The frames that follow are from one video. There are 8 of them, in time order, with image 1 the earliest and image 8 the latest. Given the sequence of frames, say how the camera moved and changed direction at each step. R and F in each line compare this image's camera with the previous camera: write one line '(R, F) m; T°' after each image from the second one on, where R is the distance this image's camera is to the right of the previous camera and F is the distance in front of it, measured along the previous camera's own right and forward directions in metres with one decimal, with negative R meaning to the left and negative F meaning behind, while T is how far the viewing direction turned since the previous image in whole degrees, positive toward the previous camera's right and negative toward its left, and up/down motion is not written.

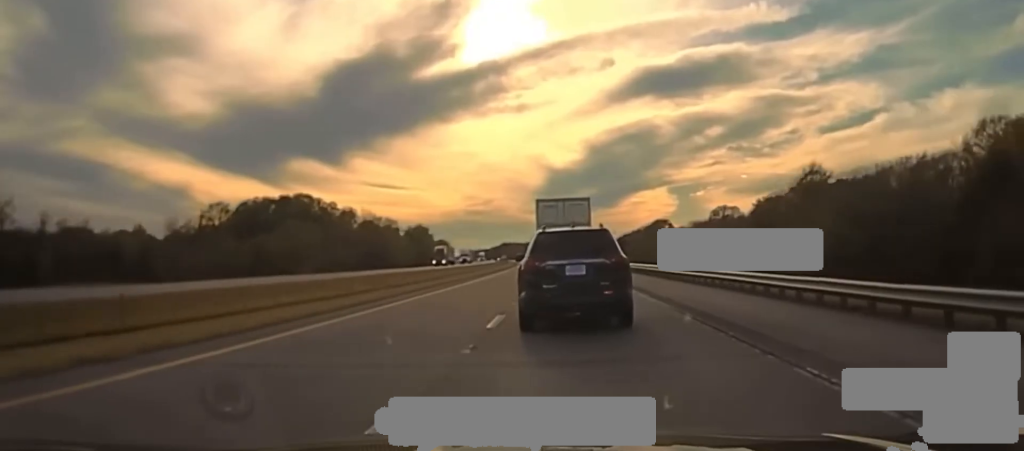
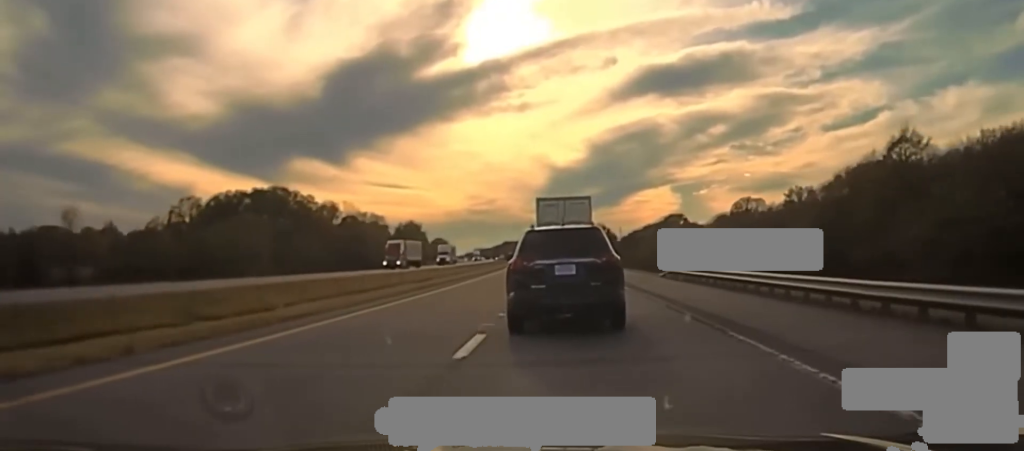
(-0.1, +30.8) m; 0°
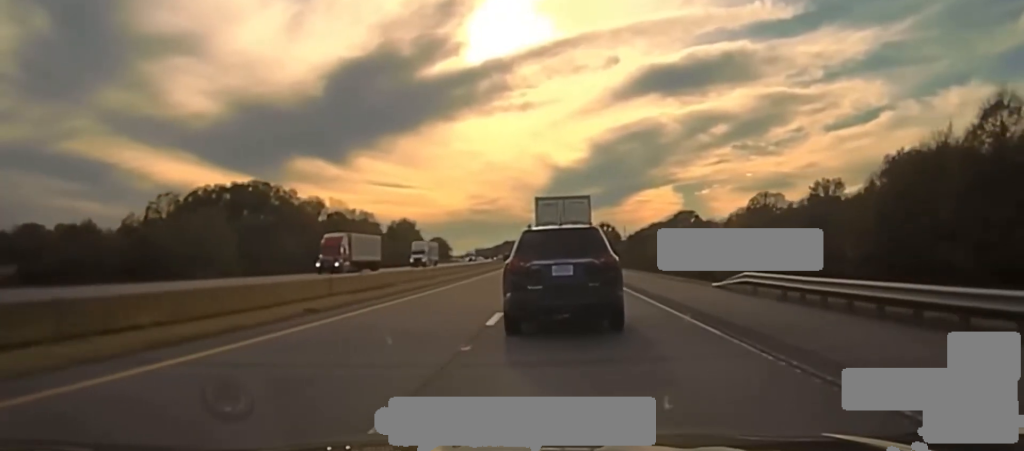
(0.0, +16.0) m; 0°
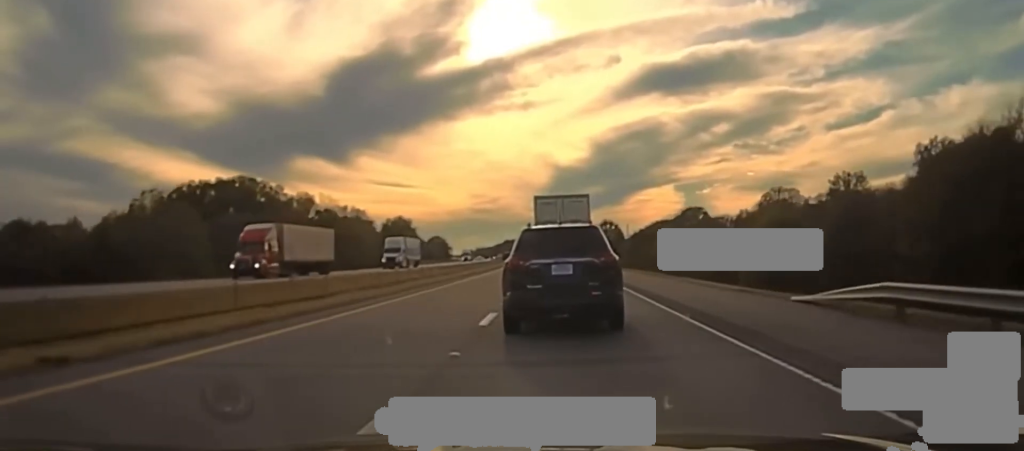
(0.0, +11.1) m; 0°
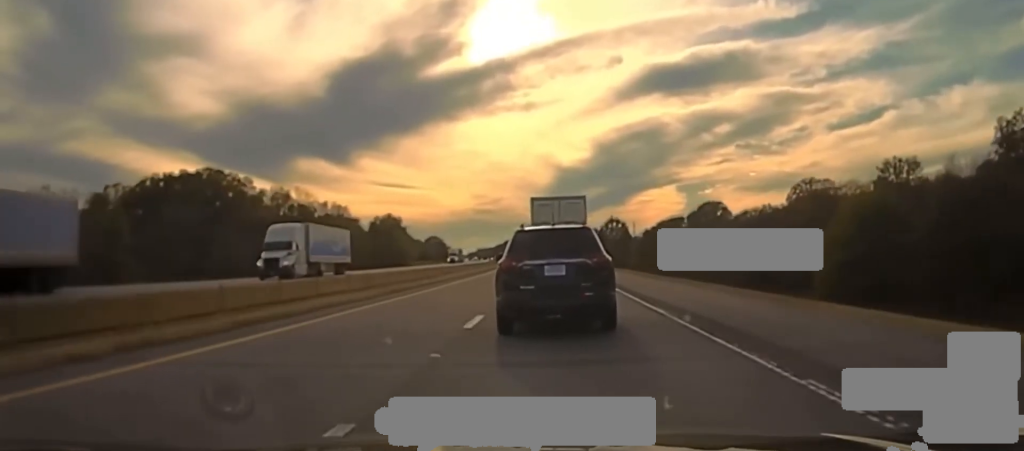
(0.0, +23.0) m; 0°
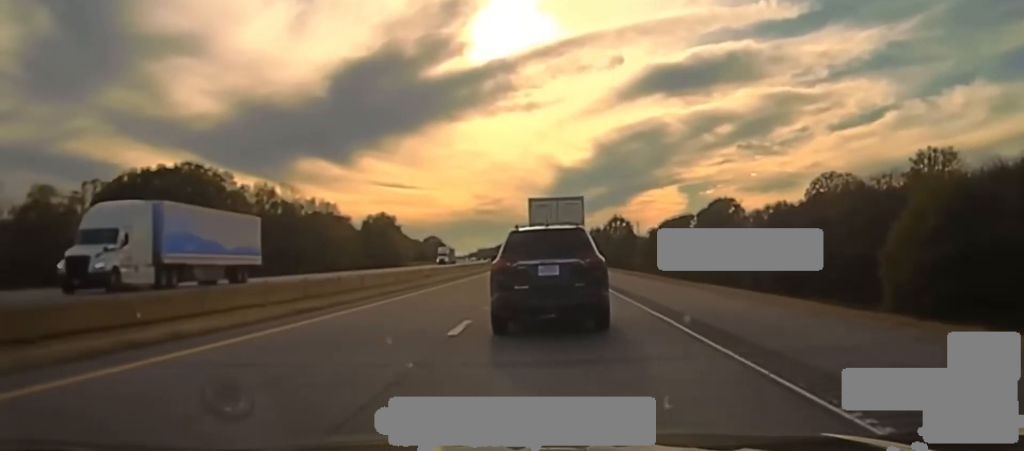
(0.0, +12.2) m; 0°
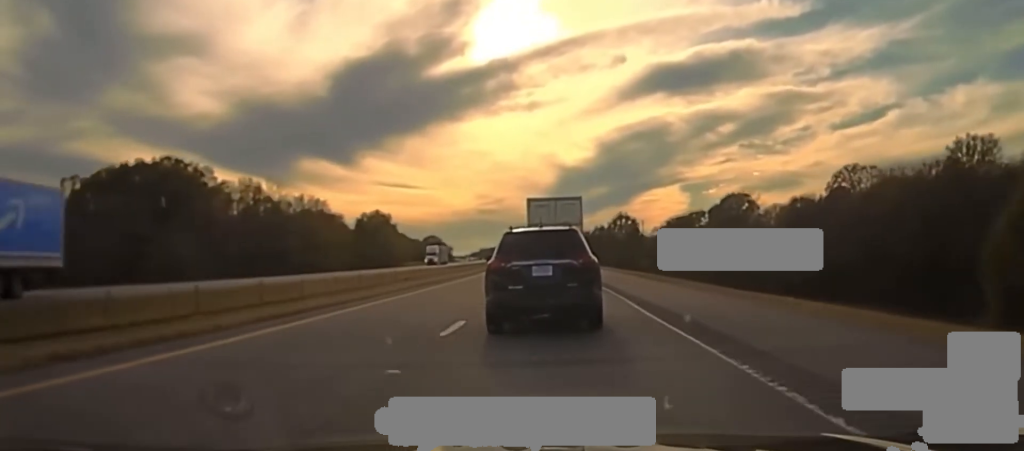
(-0.1, +11.8) m; 0°
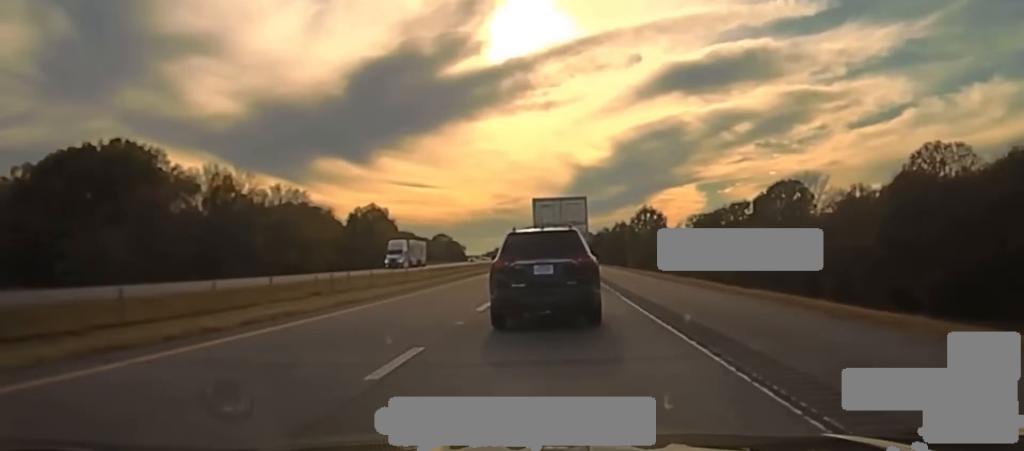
(-0.2, +28.4) m; -1°
